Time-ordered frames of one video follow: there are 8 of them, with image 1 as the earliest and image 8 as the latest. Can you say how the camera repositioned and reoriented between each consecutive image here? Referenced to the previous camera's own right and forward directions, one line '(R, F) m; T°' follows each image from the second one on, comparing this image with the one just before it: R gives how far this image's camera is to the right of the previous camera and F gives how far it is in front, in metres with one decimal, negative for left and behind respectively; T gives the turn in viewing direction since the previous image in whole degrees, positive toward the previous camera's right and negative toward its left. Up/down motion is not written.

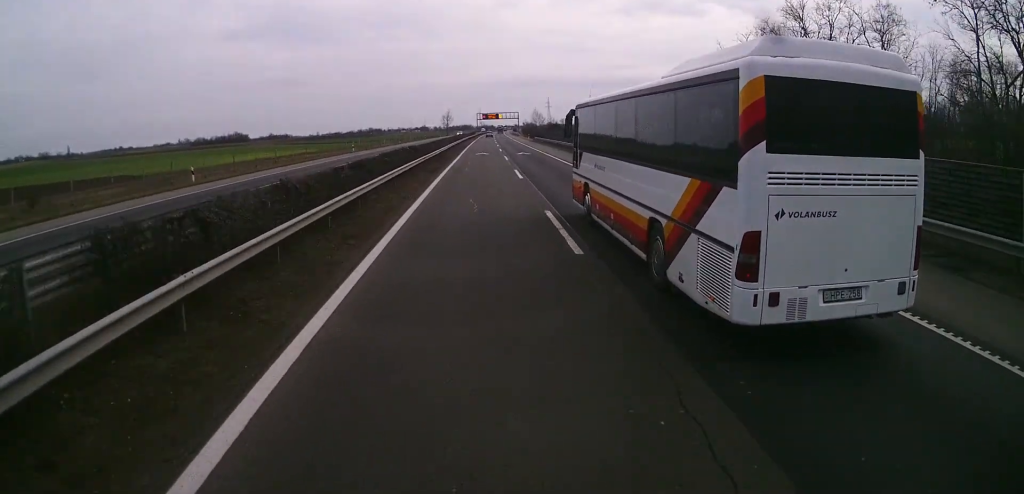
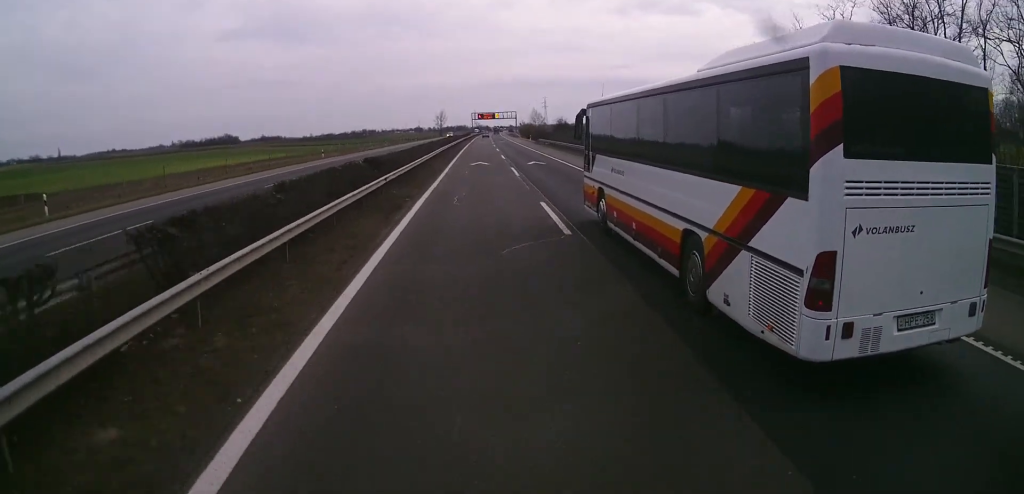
(+0.2, +15.6) m; 0°
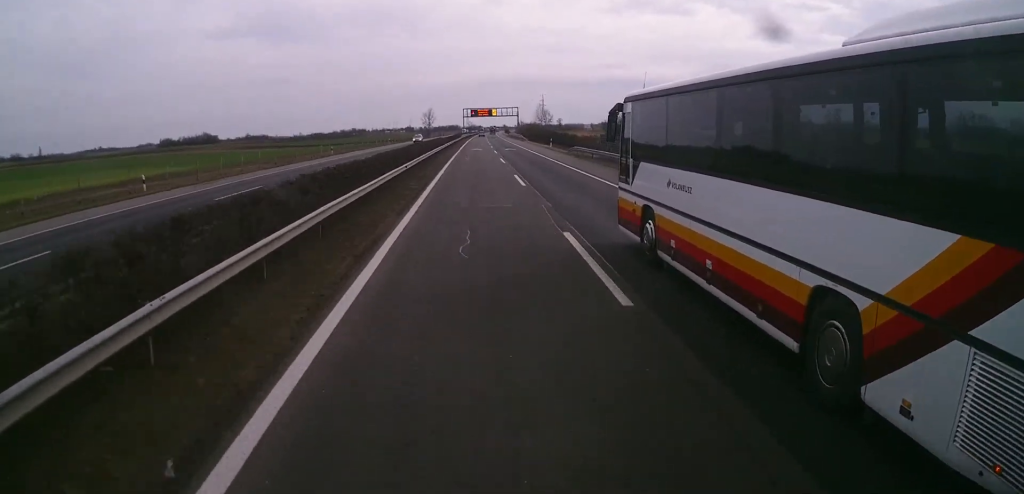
(+0.3, +40.5) m; +1°
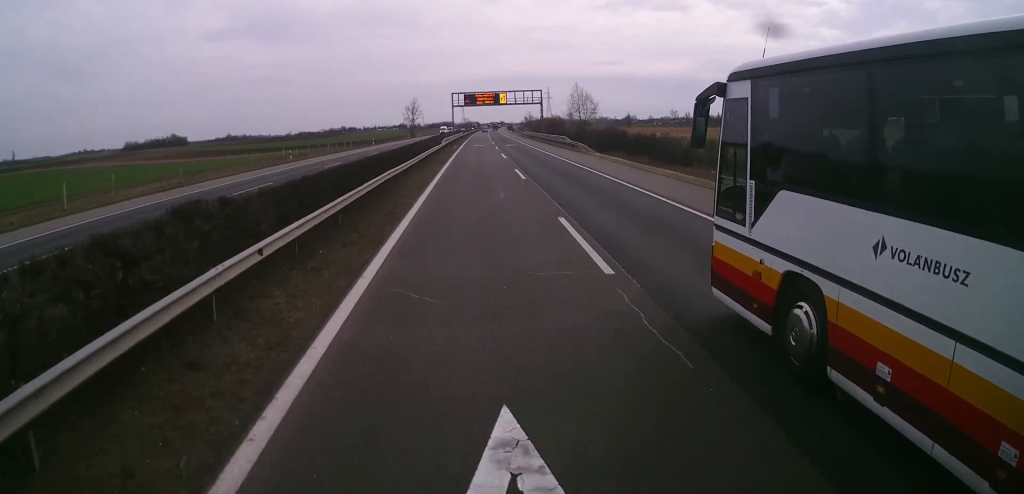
(-0.3, +67.0) m; +1°
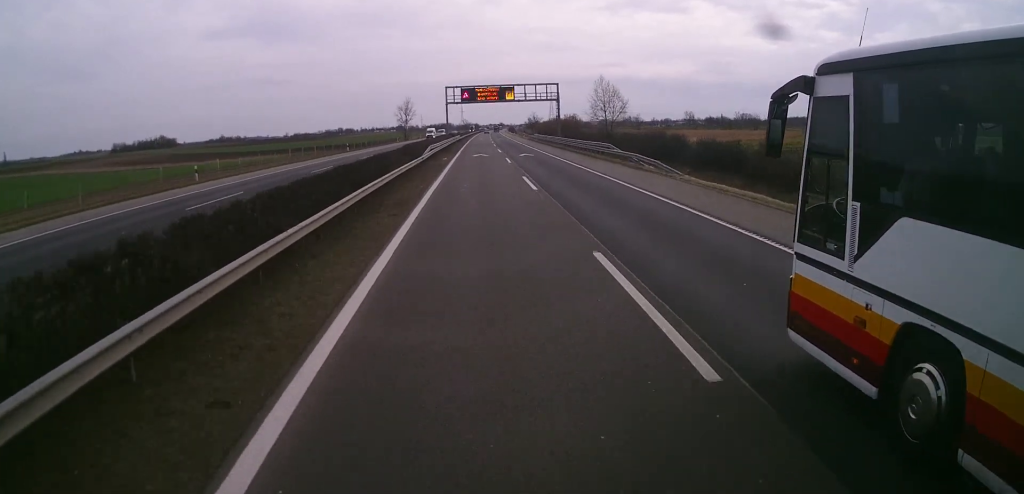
(+0.1, +20.7) m; 0°
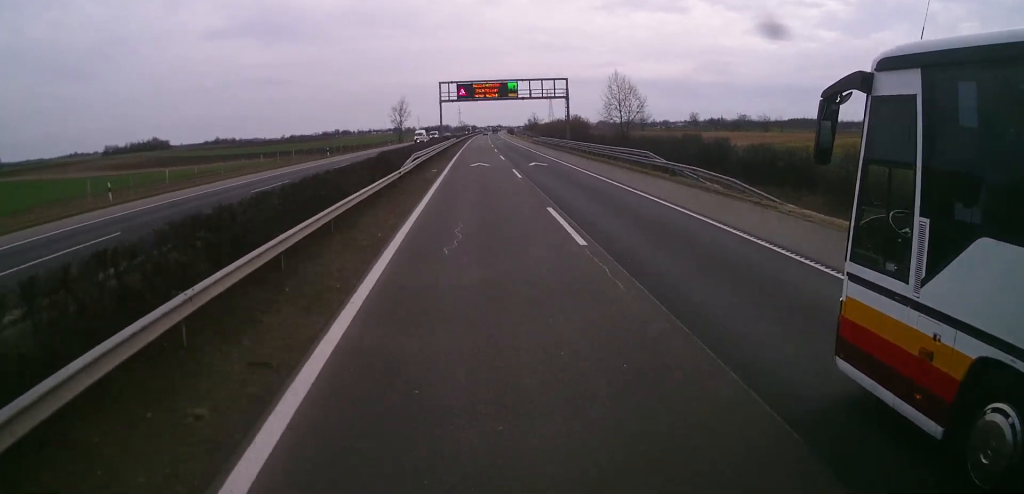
(0.0, +10.0) m; 0°
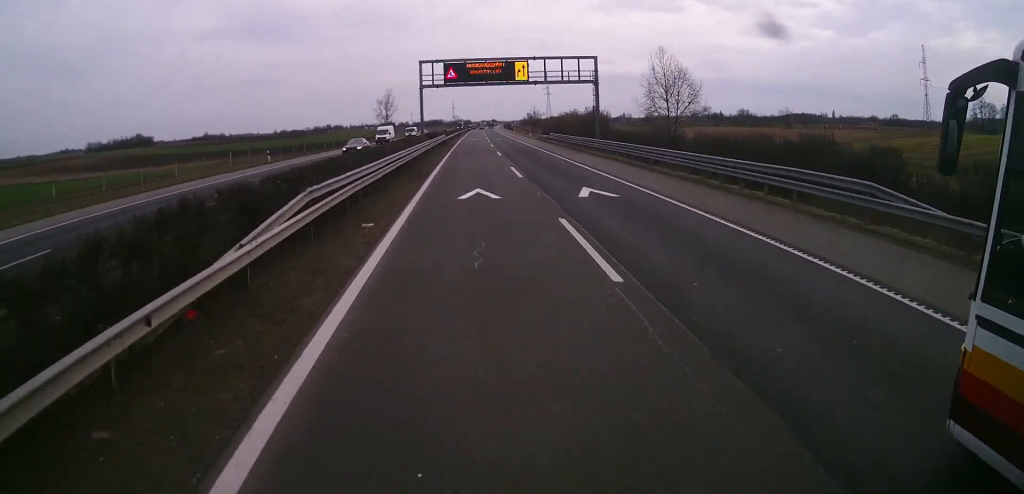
(0.0, +23.7) m; 0°
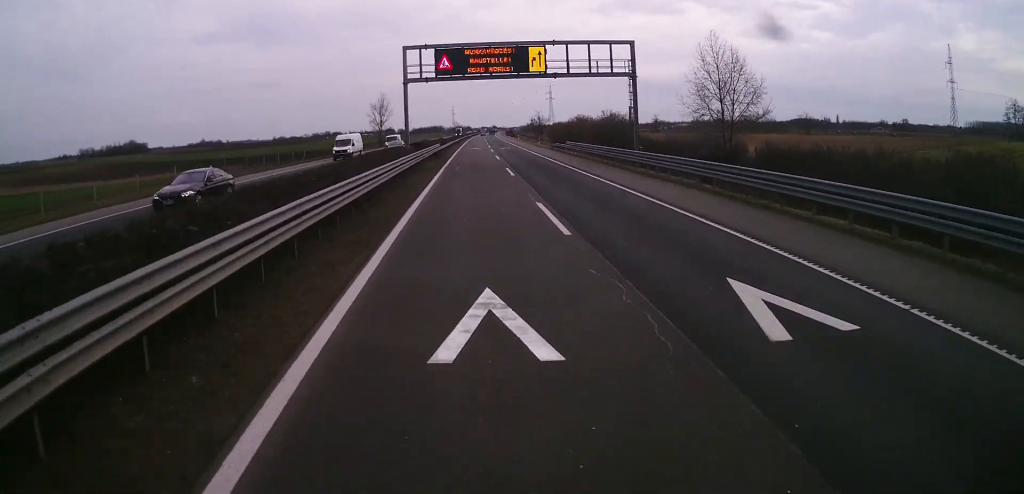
(0.0, +14.2) m; 0°
